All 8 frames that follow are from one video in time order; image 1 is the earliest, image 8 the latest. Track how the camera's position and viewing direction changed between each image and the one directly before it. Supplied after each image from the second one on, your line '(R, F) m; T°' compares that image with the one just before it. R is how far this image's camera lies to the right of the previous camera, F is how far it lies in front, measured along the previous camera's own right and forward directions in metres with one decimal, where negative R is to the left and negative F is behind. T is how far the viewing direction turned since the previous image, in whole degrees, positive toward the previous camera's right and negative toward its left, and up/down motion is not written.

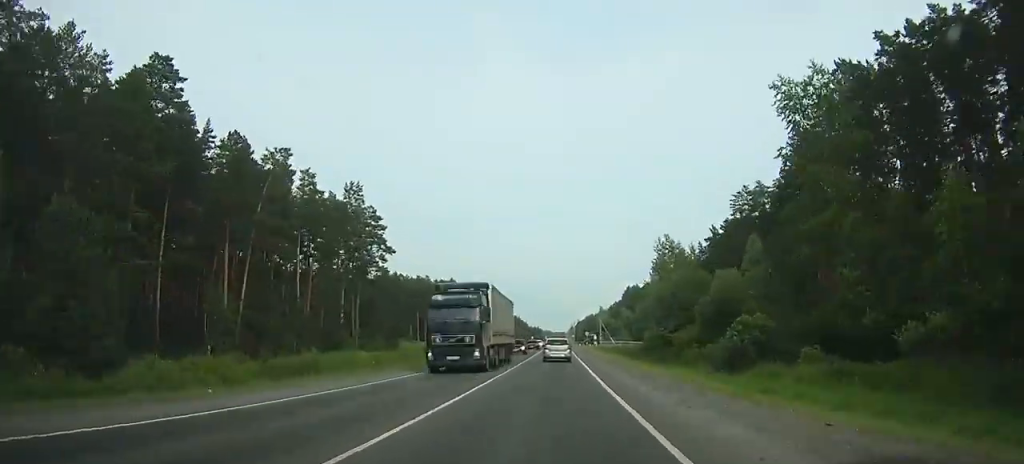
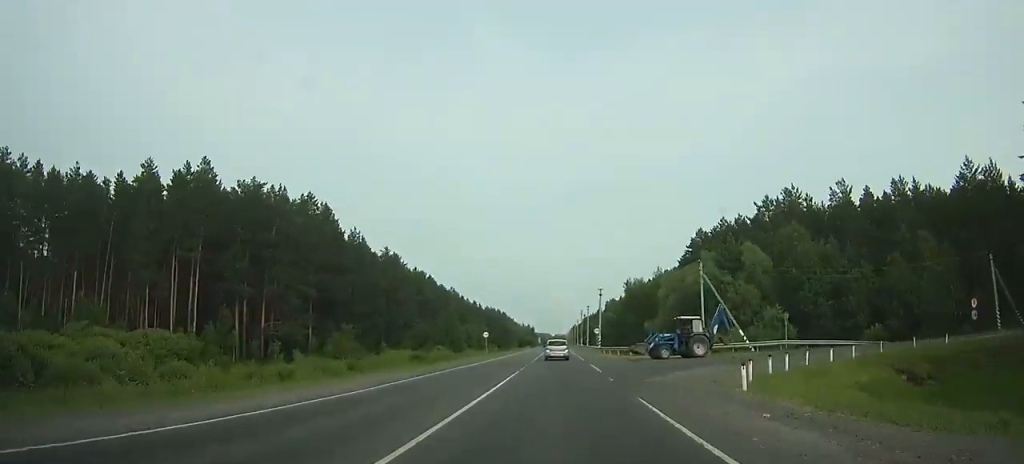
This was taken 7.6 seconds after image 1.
(+1.8, +137.3) m; +1°
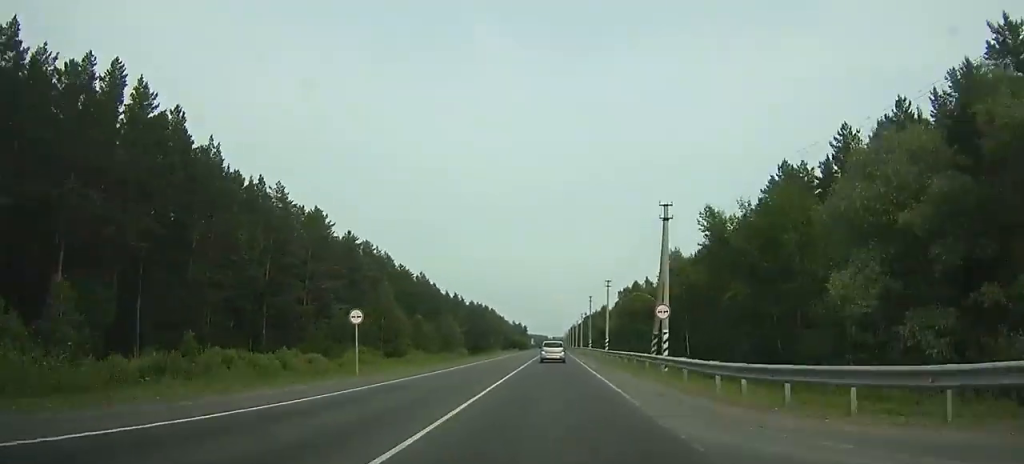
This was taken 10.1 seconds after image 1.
(-0.1, +43.6) m; 0°
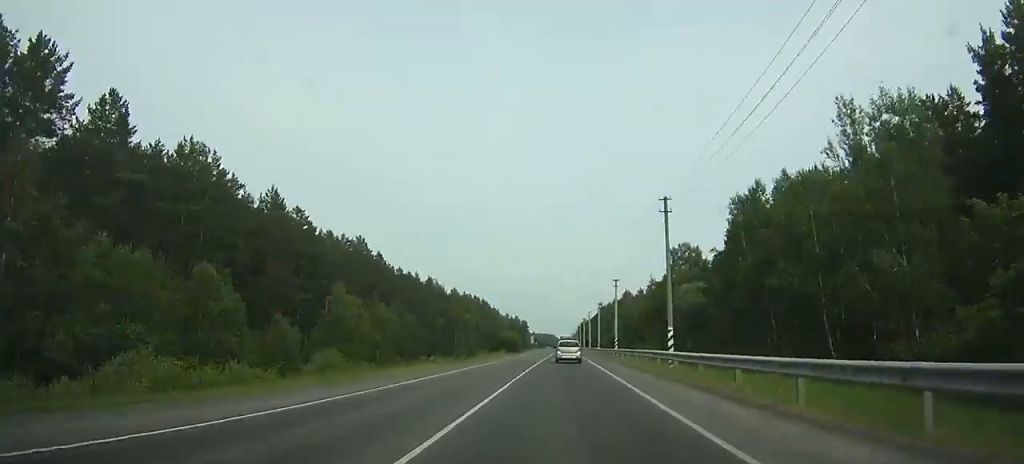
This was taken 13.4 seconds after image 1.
(-0.1, +59.2) m; 0°
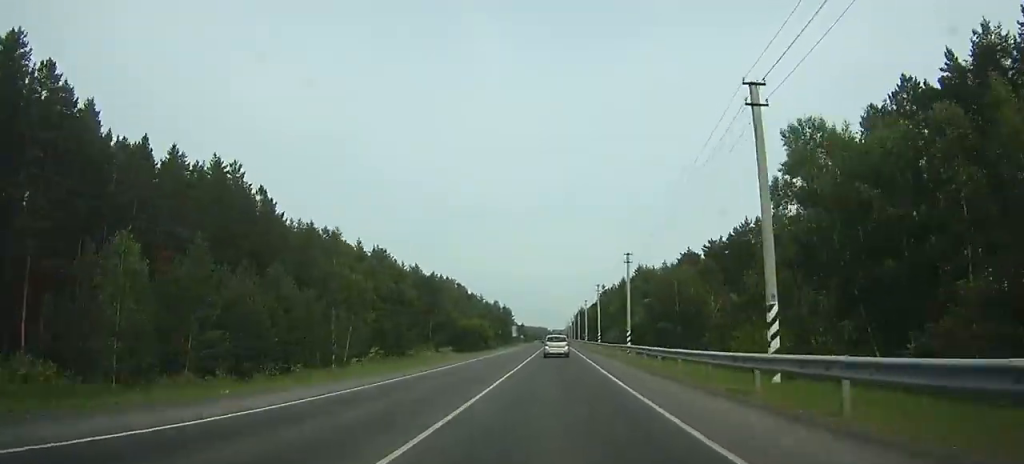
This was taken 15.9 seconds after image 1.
(+0.1, +46.9) m; 0°
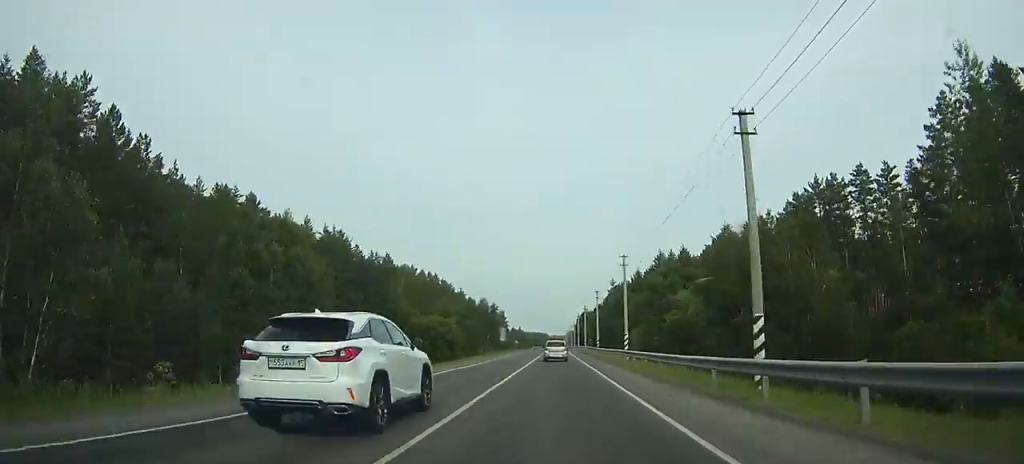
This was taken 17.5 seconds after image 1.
(+0.2, +30.3) m; 0°
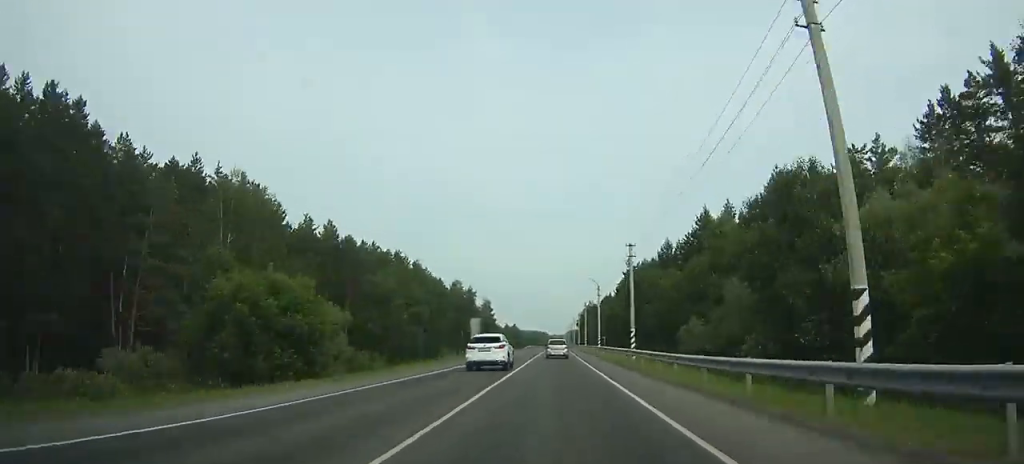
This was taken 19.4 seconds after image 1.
(0.0, +36.1) m; 0°
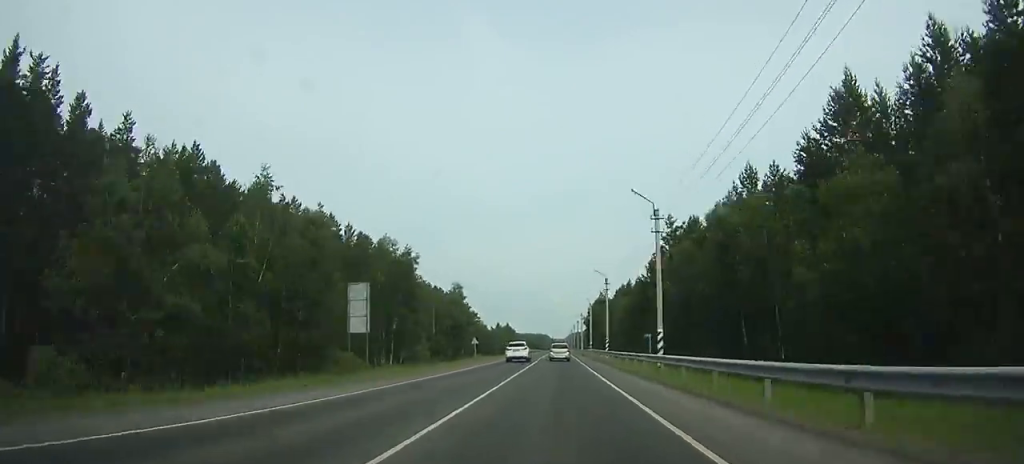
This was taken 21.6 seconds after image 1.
(-0.1, +41.9) m; 0°
